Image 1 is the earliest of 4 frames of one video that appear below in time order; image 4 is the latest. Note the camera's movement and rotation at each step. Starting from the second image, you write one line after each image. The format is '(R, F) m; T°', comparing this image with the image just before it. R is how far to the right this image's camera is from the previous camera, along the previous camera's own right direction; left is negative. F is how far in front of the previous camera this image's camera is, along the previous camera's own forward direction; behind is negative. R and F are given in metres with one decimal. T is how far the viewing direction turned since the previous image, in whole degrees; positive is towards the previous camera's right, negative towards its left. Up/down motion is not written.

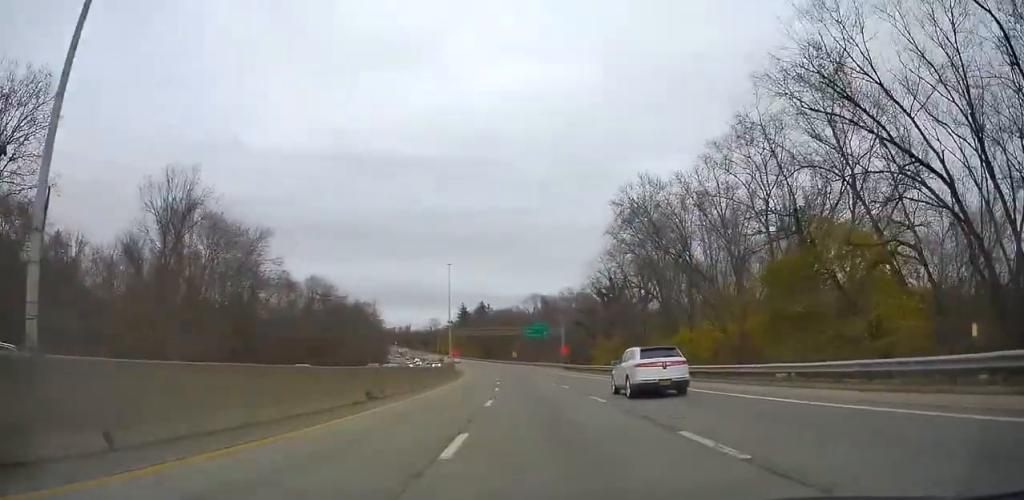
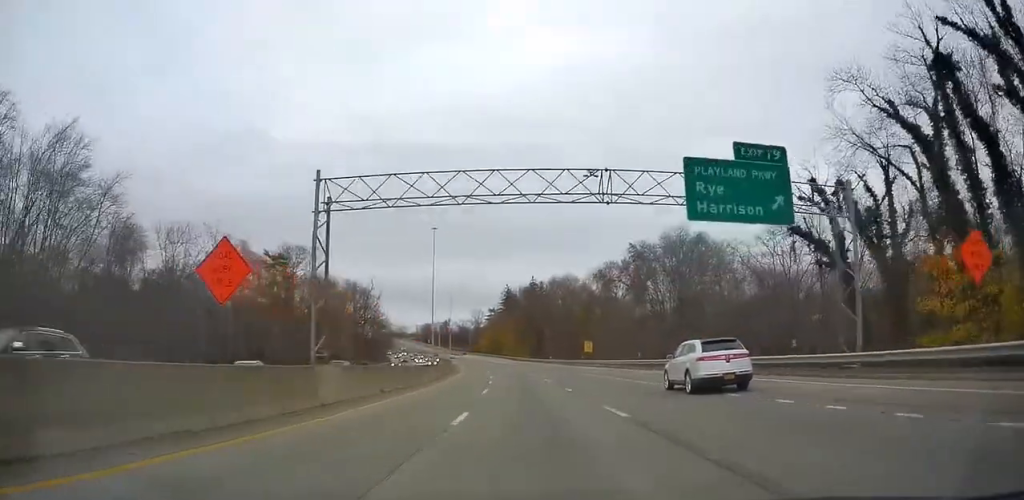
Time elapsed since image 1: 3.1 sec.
(-3.1, +90.2) m; -6°
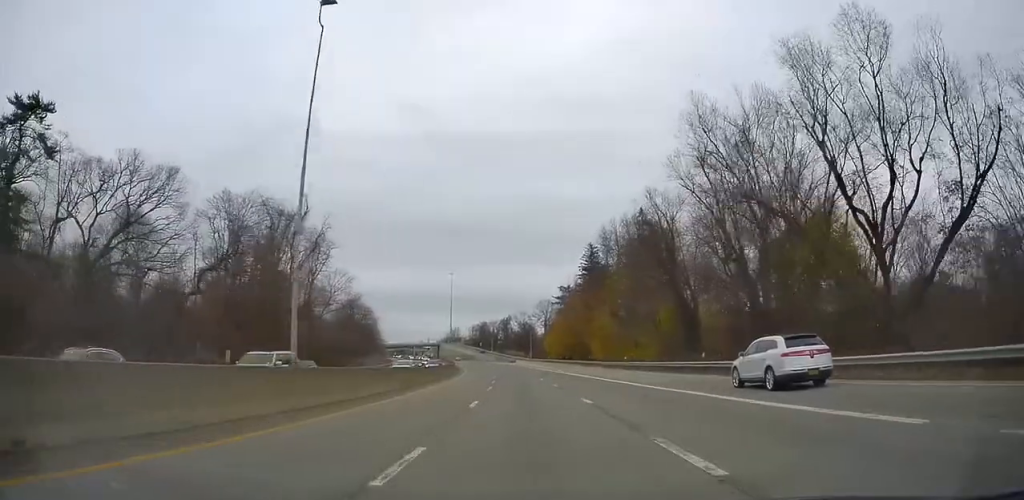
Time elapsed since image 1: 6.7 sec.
(-5.5, +105.0) m; -6°
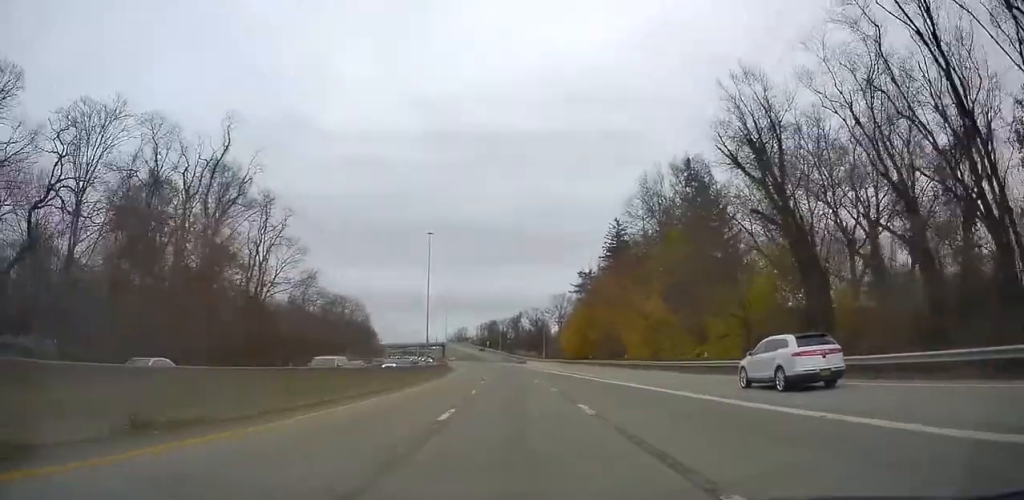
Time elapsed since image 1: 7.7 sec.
(-0.6, +28.7) m; -2°
